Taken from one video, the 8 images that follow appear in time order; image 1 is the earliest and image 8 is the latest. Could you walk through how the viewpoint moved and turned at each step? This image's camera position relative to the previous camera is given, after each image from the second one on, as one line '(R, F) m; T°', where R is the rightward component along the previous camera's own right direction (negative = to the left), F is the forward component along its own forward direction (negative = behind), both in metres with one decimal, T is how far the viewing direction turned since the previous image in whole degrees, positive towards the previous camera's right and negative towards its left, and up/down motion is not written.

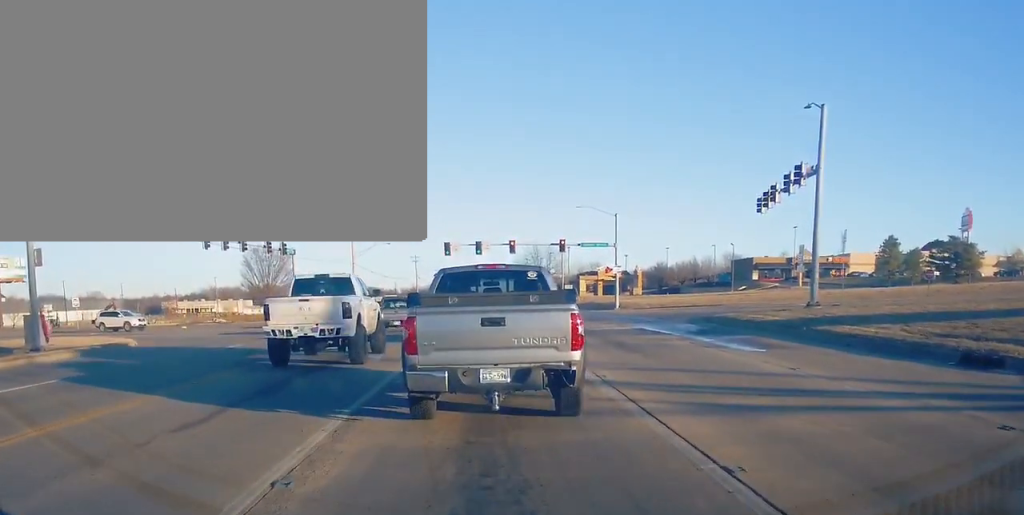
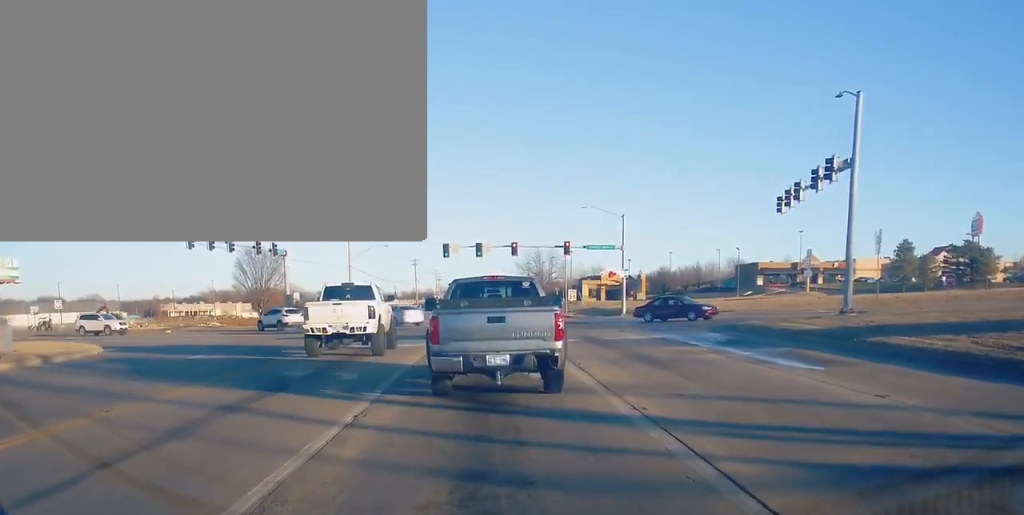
(0.0, +3.8) m; 0°
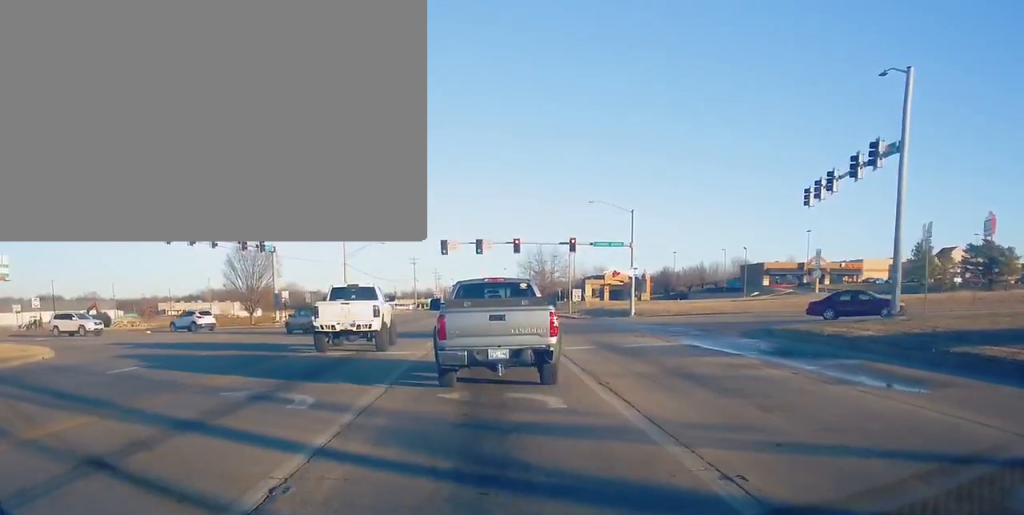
(0.0, +4.2) m; 0°
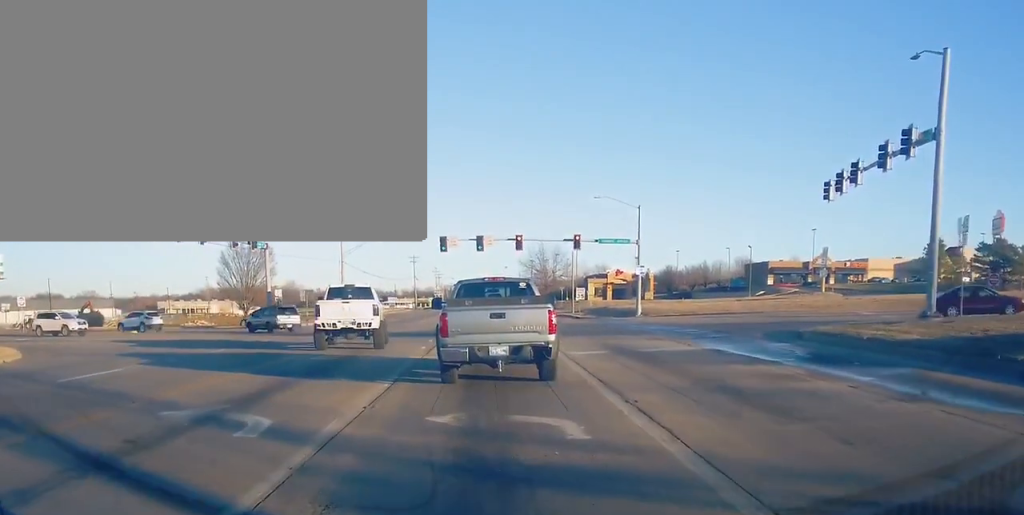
(0.0, +2.7) m; 0°
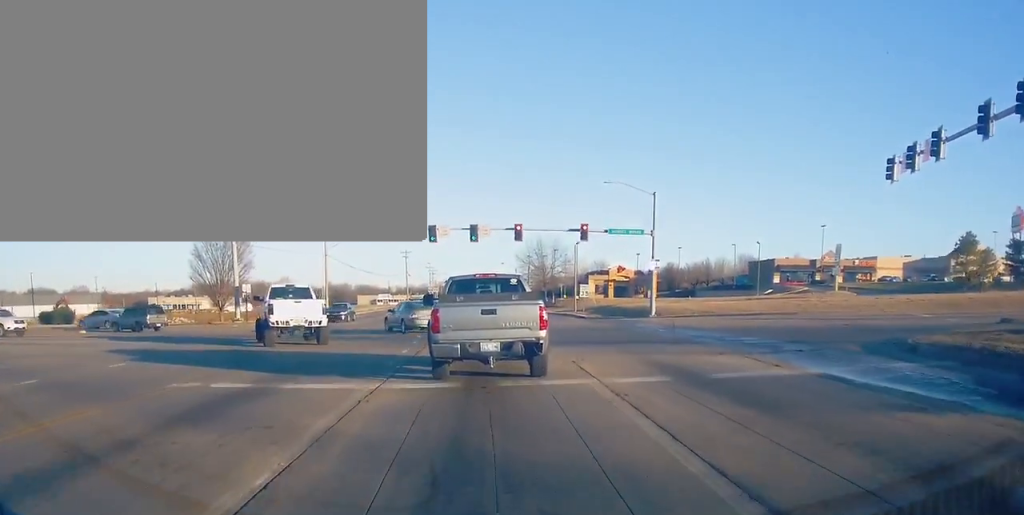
(0.0, +7.7) m; 0°
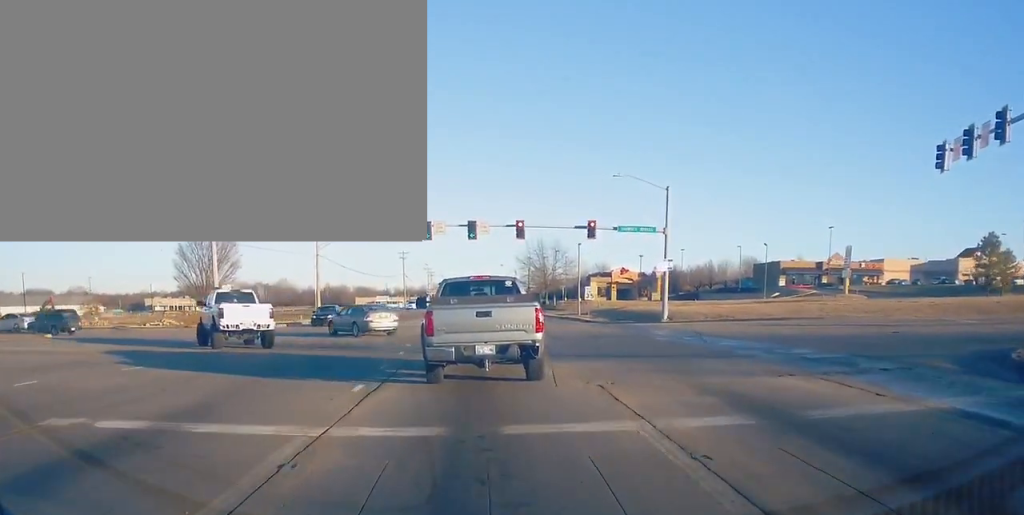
(0.0, +4.4) m; 0°
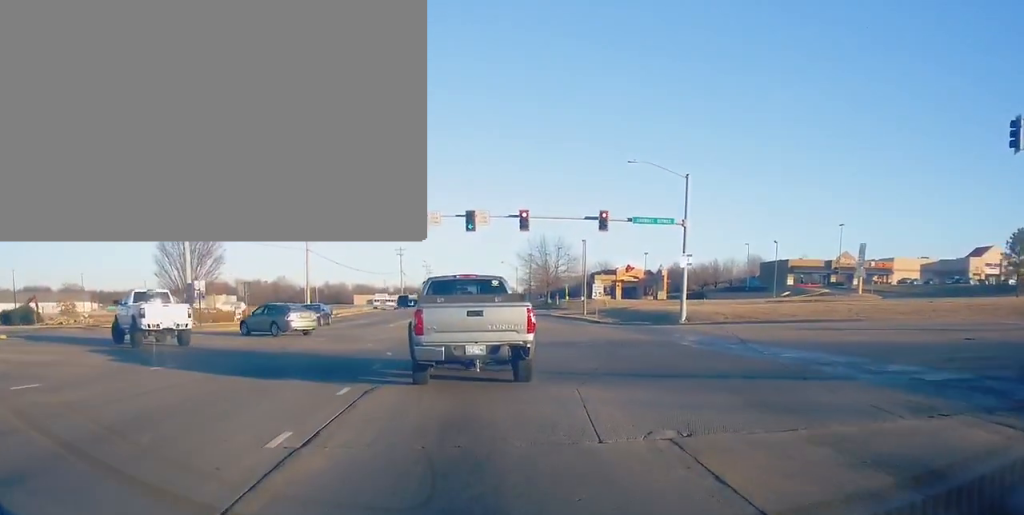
(0.0, +5.2) m; 0°
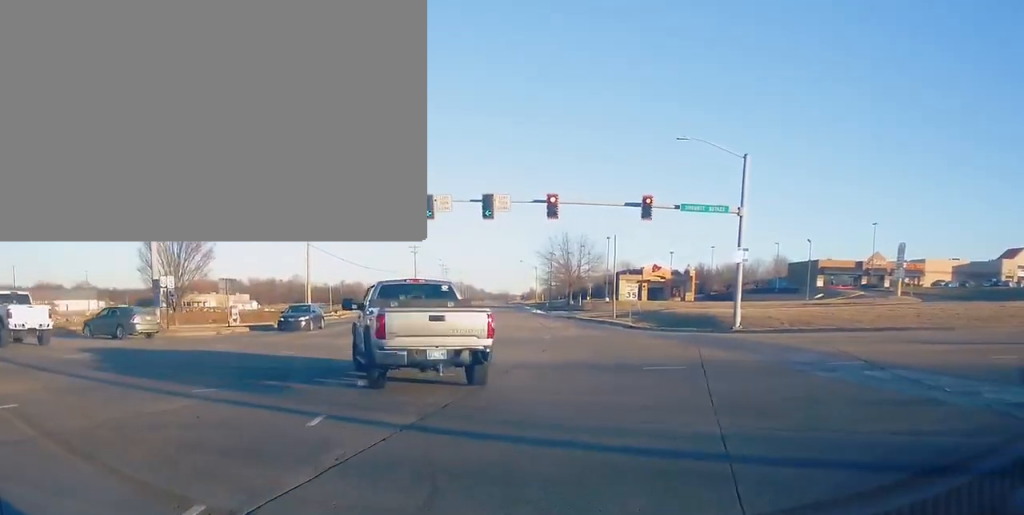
(0.0, +7.7) m; 0°
